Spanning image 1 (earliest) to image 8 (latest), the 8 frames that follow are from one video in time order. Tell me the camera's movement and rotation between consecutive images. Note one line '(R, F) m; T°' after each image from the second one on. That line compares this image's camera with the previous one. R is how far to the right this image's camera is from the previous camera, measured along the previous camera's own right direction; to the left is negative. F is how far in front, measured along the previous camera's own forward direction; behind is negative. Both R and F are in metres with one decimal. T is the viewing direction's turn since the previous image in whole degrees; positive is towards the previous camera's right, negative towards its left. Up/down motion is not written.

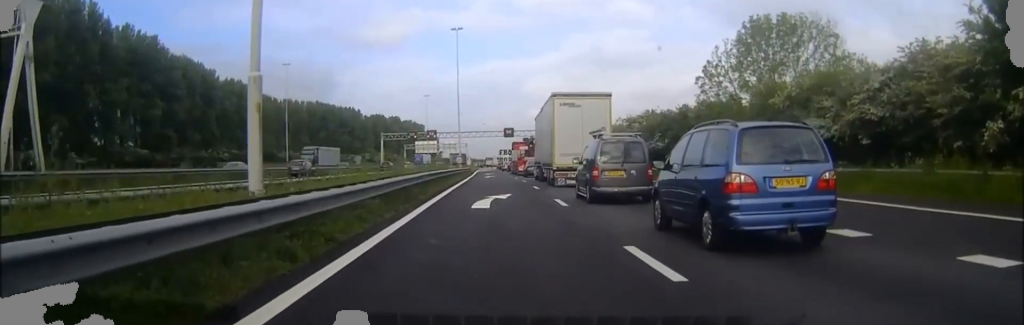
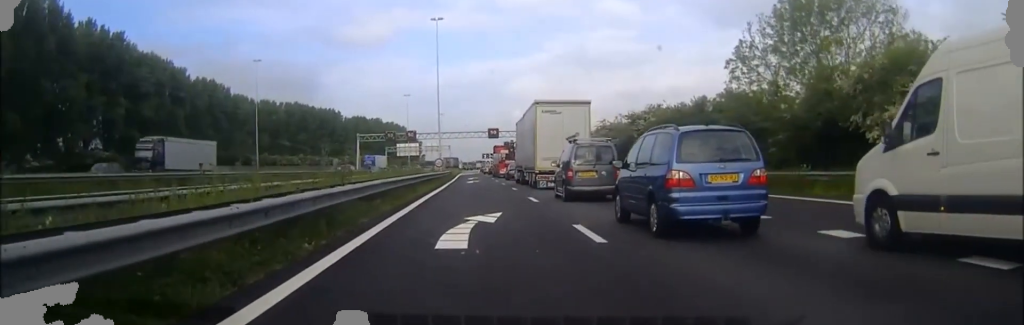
(+0.1, +8.5) m; +1°
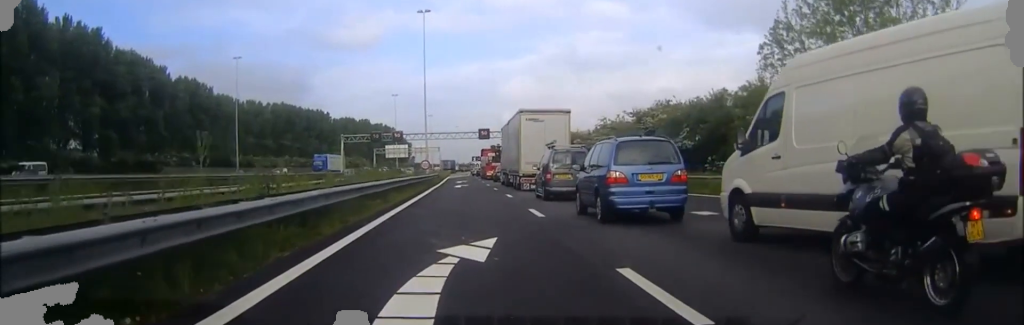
(+0.1, +5.8) m; +1°
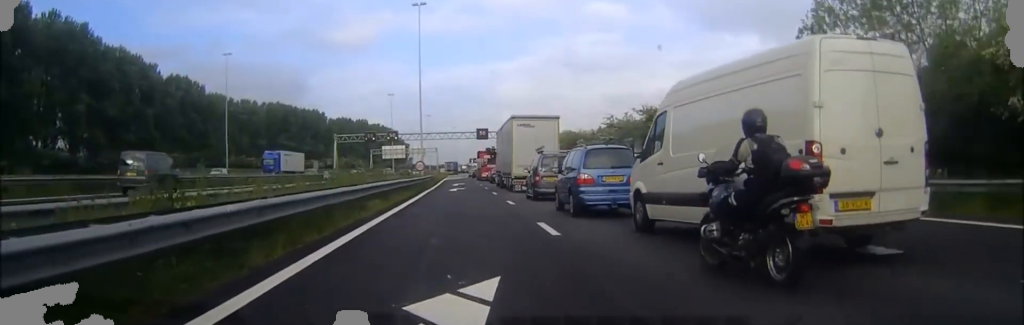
(0.0, +4.2) m; 0°
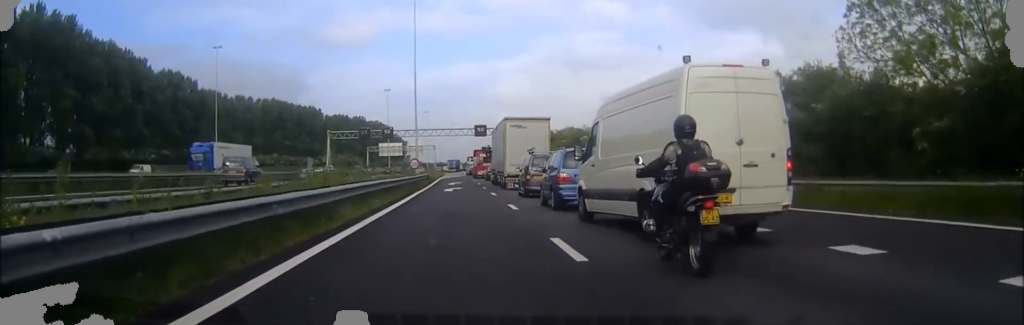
(0.0, +3.8) m; +1°
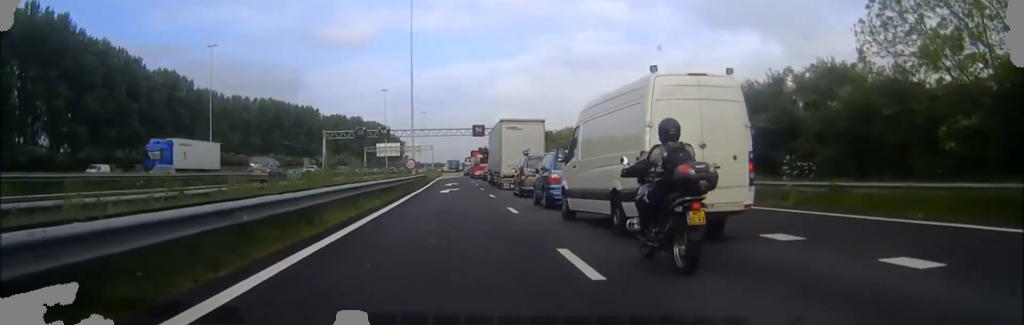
(0.0, +1.7) m; 0°
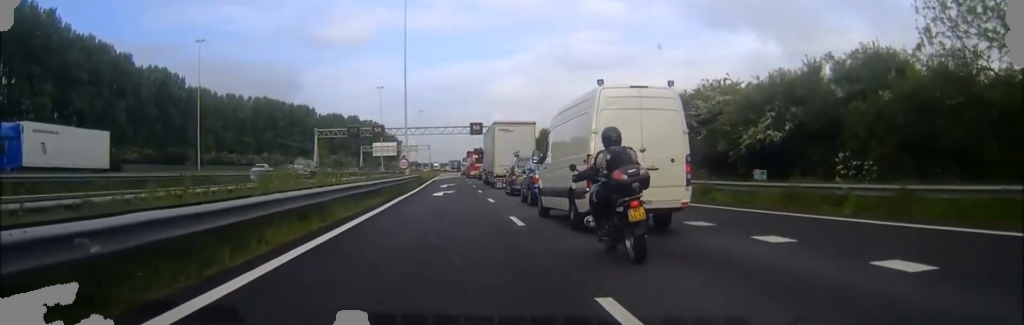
(0.0, +4.3) m; 0°
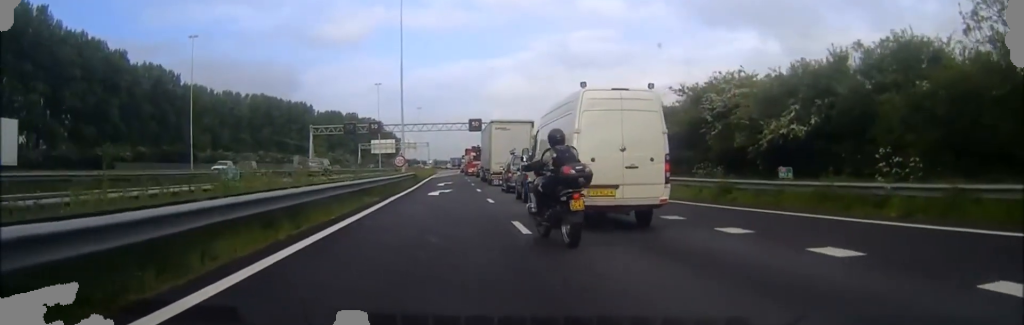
(0.0, +2.5) m; 0°
